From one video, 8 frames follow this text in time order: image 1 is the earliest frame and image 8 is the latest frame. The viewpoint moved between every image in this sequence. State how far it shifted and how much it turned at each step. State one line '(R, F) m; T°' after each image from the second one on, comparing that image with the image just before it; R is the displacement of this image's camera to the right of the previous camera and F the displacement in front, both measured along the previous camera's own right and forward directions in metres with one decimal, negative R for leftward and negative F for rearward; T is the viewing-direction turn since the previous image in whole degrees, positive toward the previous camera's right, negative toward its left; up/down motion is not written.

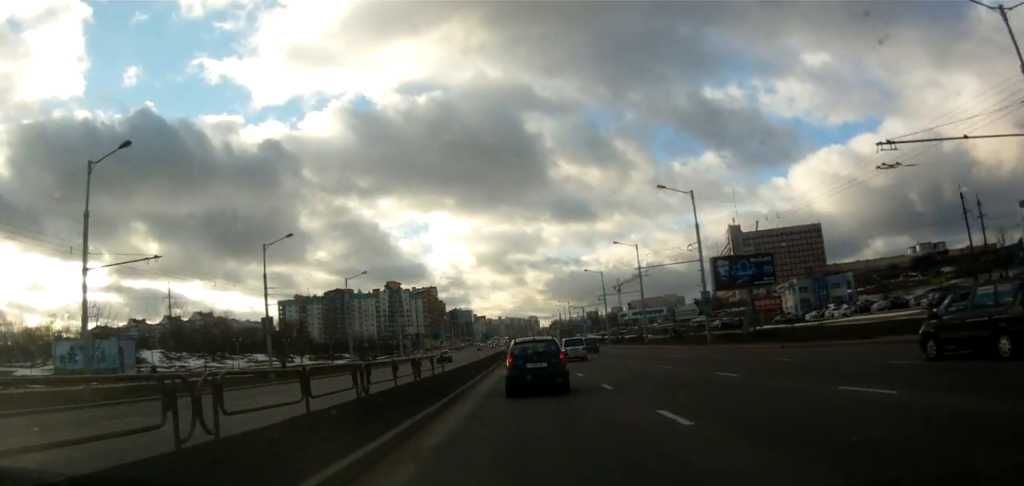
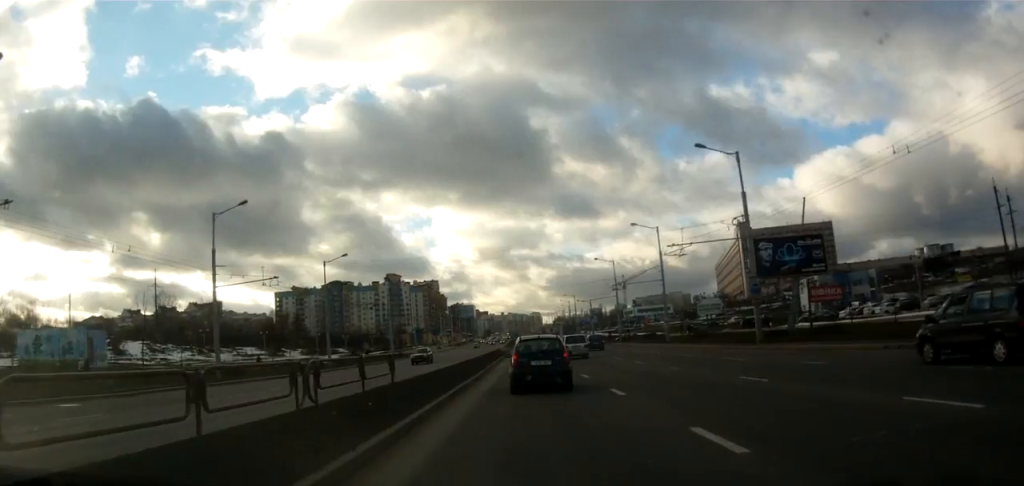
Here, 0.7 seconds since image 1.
(+0.3, +10.3) m; 0°
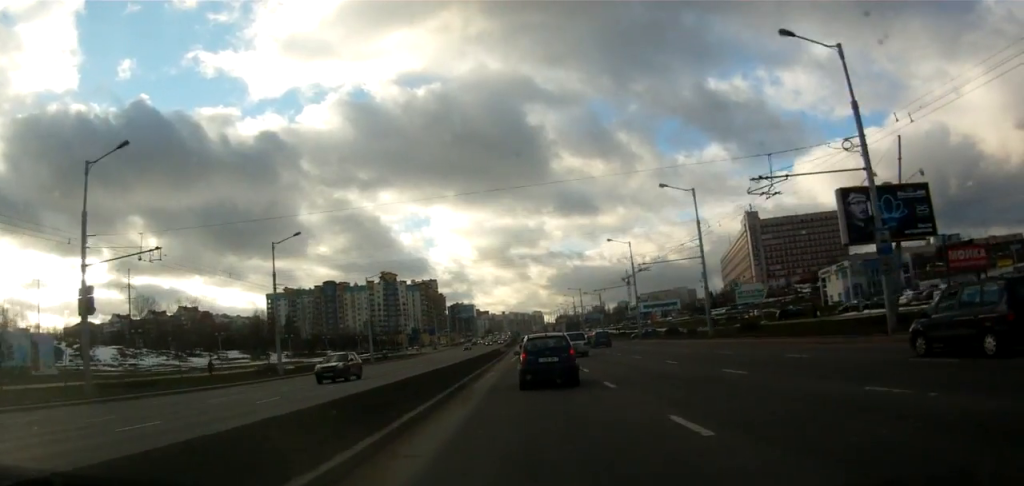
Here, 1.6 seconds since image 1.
(-0.5, +14.6) m; 0°
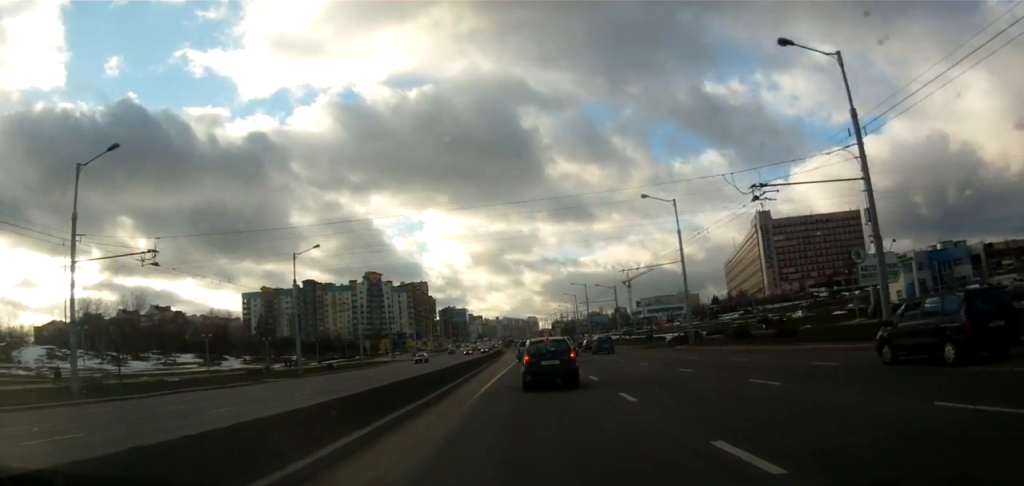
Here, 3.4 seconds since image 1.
(+1.1, +26.6) m; +1°
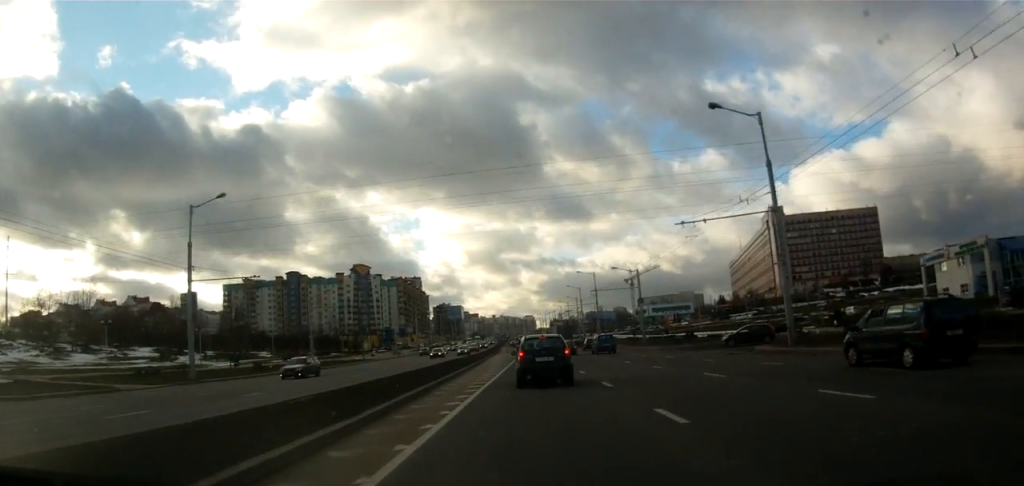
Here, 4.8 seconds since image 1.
(-0.6, +20.2) m; 0°
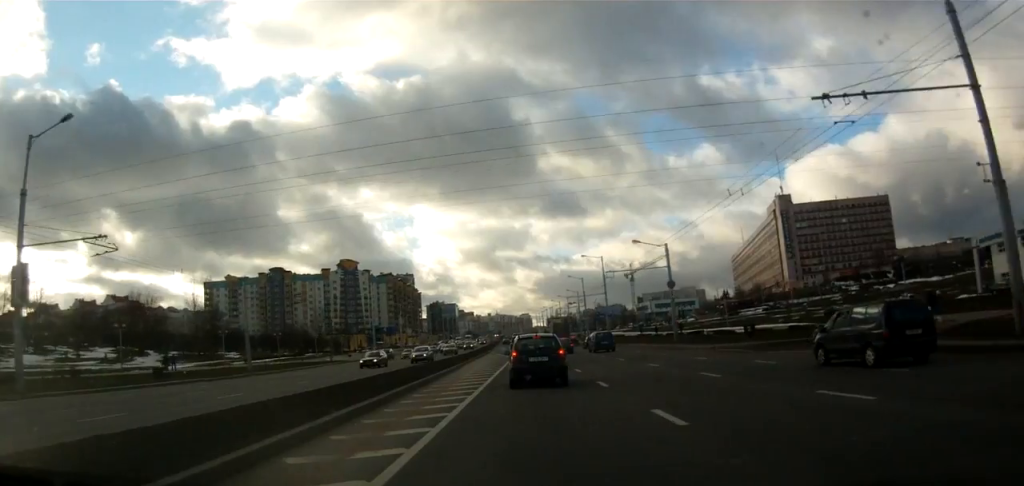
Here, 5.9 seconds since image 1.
(+0.5, +16.1) m; +2°
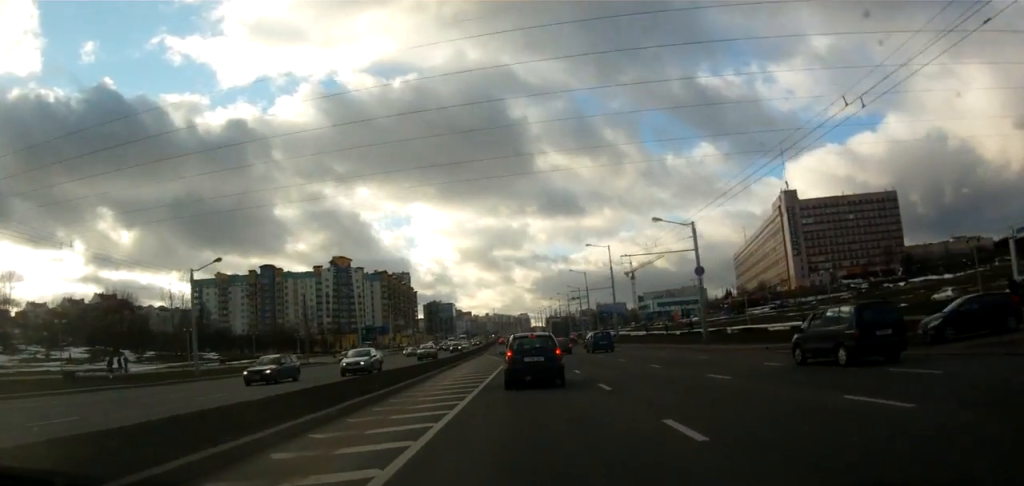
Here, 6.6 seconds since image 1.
(0.0, +9.5) m; 0°
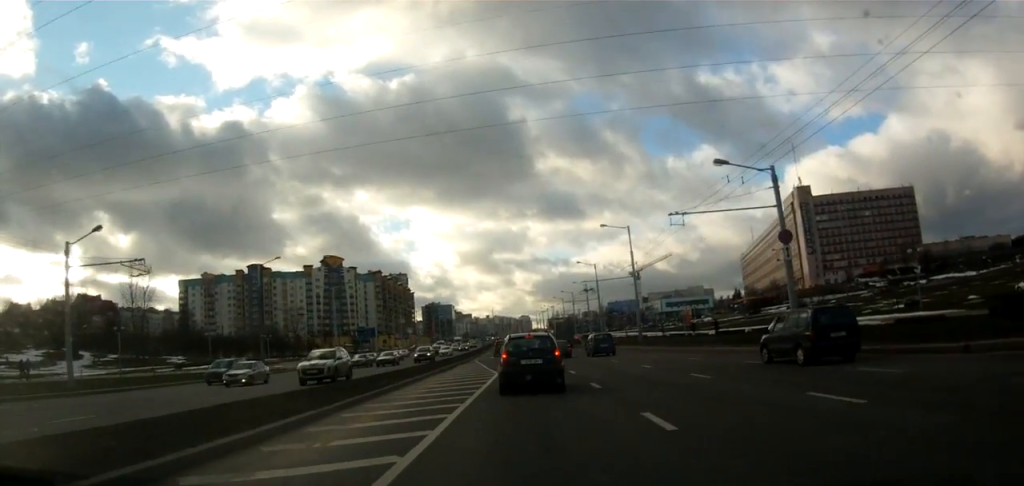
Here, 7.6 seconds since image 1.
(-0.1, +14.5) m; 0°
